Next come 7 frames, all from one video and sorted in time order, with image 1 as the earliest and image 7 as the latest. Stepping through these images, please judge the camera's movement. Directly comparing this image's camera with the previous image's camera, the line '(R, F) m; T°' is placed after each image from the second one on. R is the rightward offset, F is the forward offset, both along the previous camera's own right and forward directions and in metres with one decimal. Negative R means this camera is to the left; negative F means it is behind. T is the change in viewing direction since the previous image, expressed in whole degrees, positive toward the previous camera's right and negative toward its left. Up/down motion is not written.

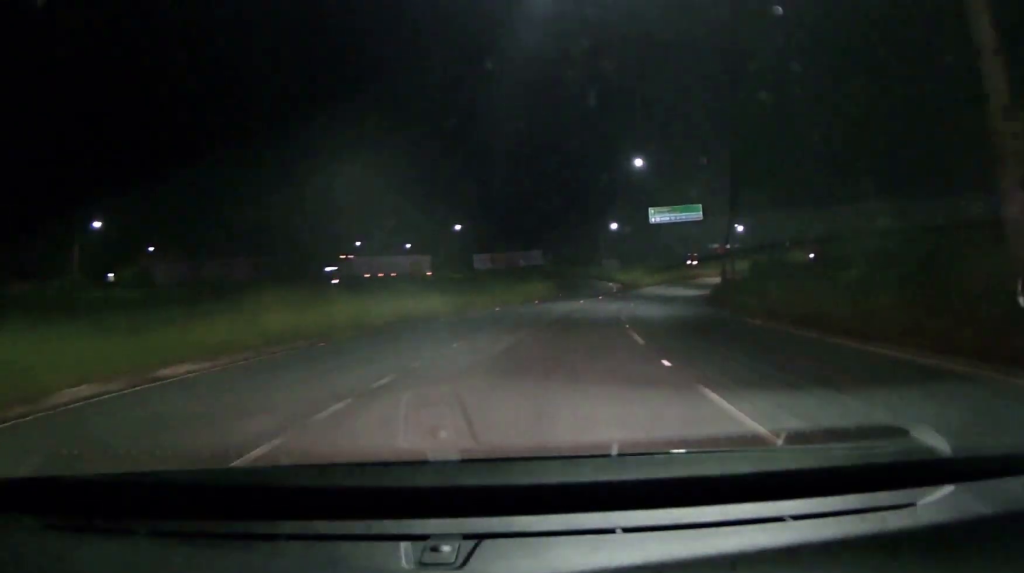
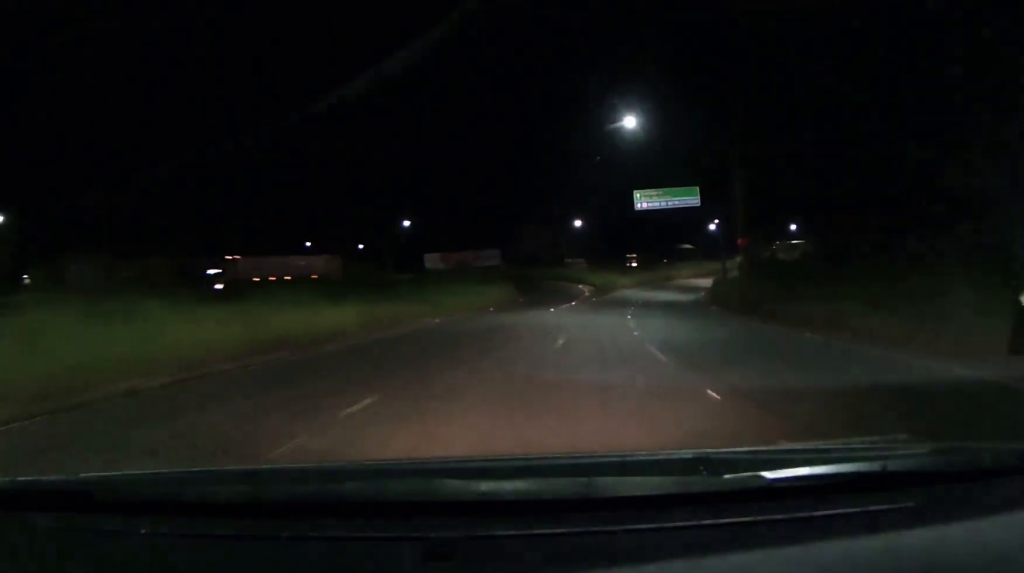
(+0.3, +12.2) m; +2°
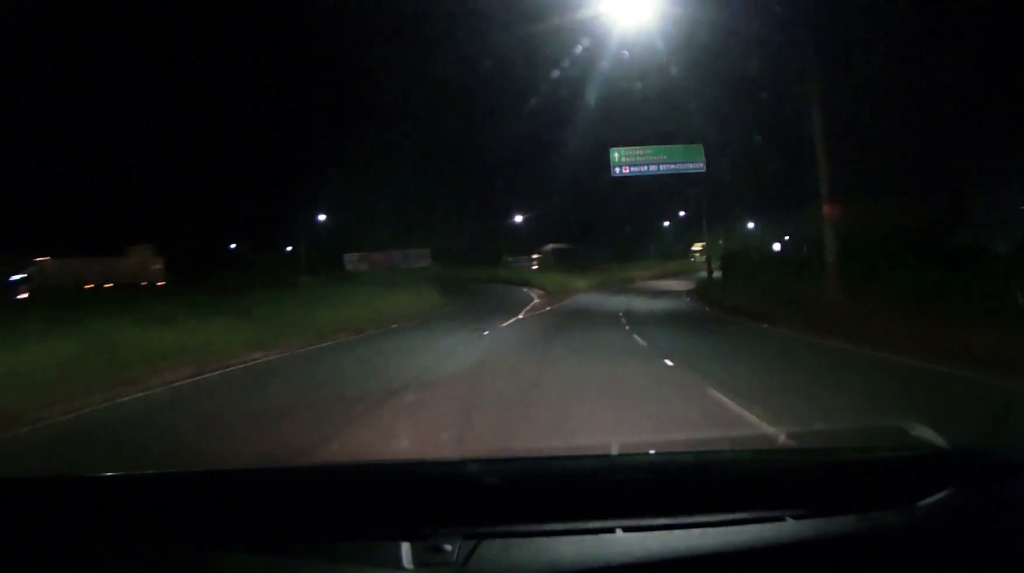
(+0.4, +15.4) m; +3°
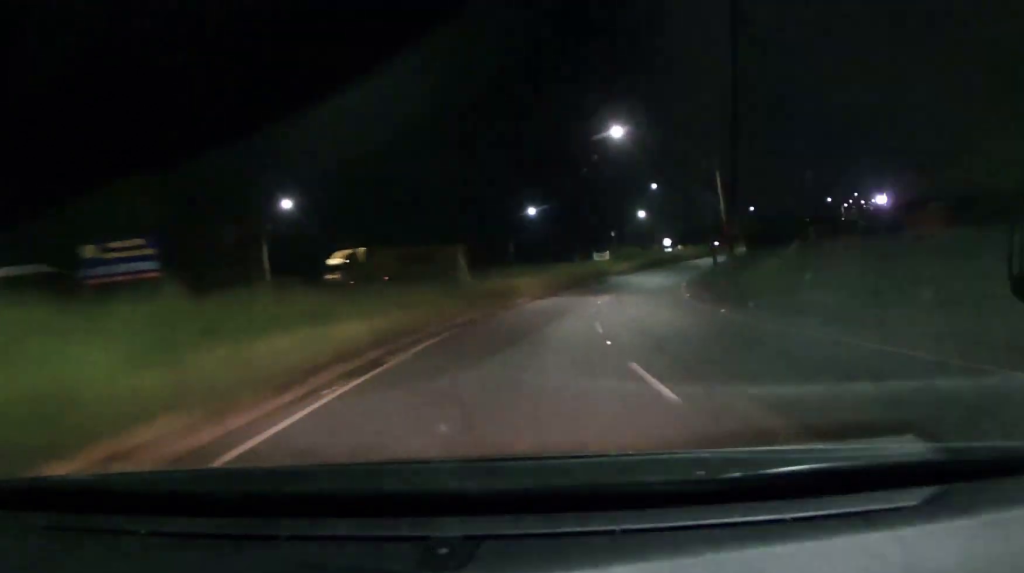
(+6.4, +52.2) m; +13°
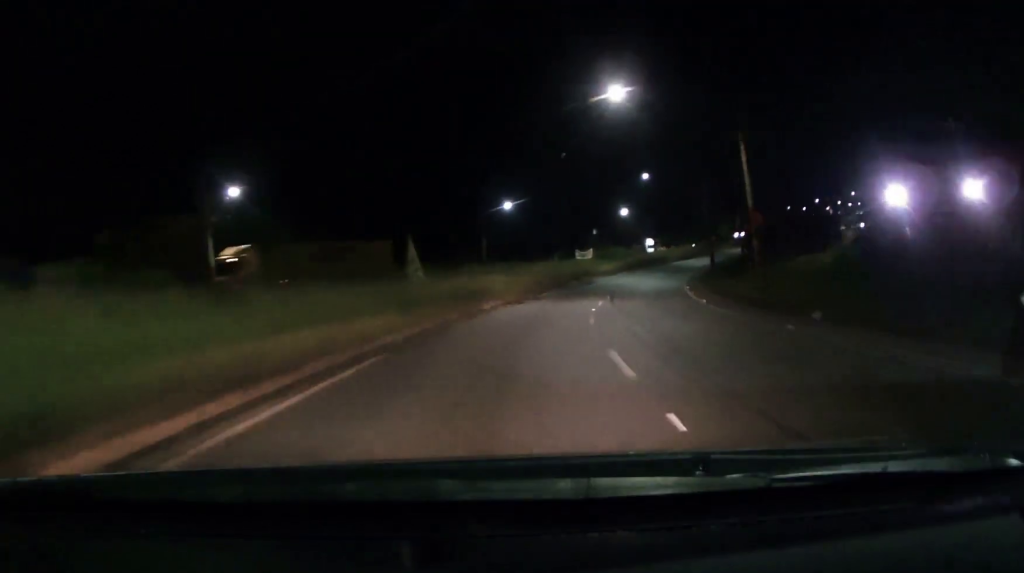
(+0.4, +7.8) m; +2°
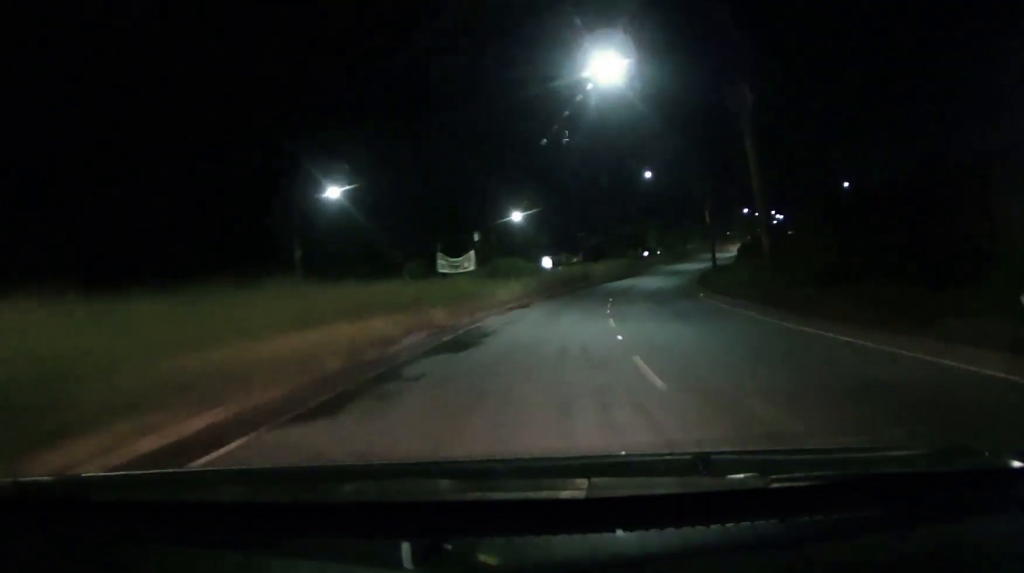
(+3.4, +36.9) m; +10°
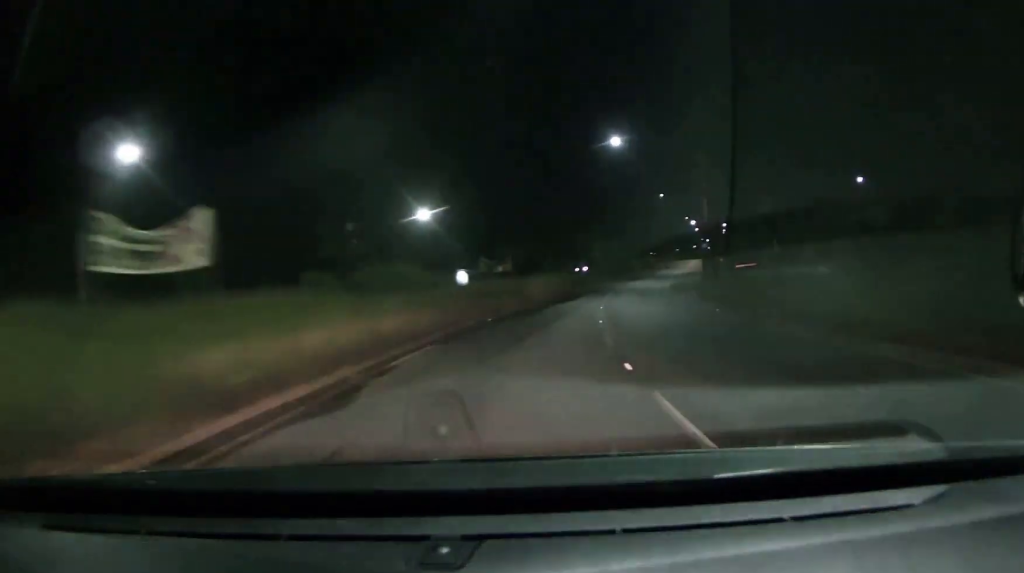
(+0.9, +21.6) m; +6°
